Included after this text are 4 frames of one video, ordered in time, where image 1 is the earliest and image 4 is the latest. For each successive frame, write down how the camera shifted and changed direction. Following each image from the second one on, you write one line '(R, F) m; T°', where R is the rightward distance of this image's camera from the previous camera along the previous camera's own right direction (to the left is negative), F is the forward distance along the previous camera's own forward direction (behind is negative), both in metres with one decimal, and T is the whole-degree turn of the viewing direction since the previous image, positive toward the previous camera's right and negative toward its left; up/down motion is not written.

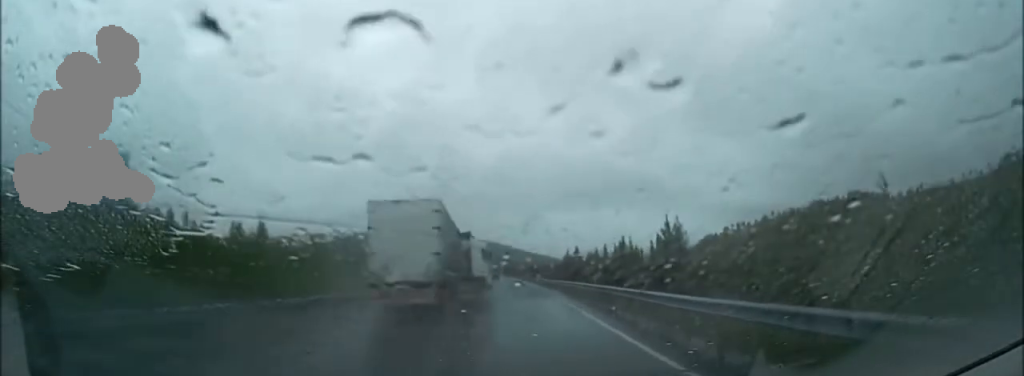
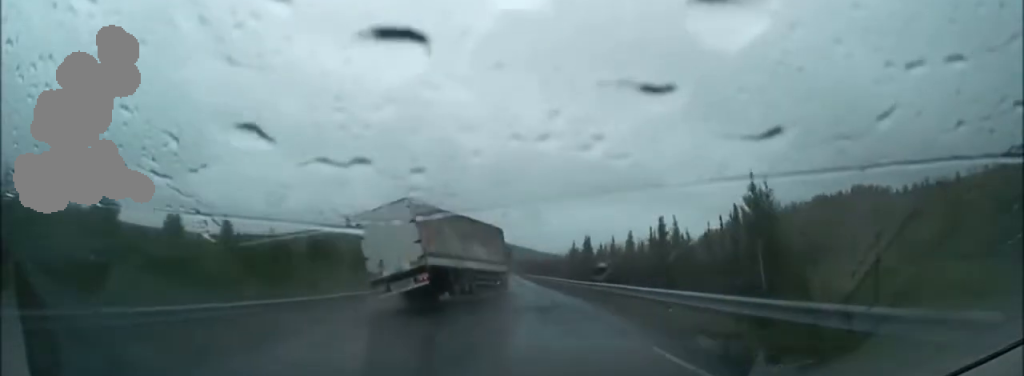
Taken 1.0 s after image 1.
(+0.2, +18.8) m; +1°
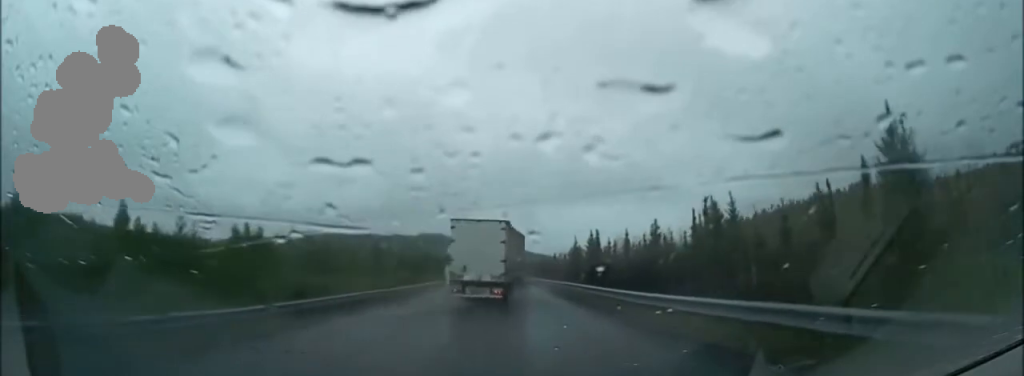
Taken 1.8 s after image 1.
(0.0, +13.2) m; 0°
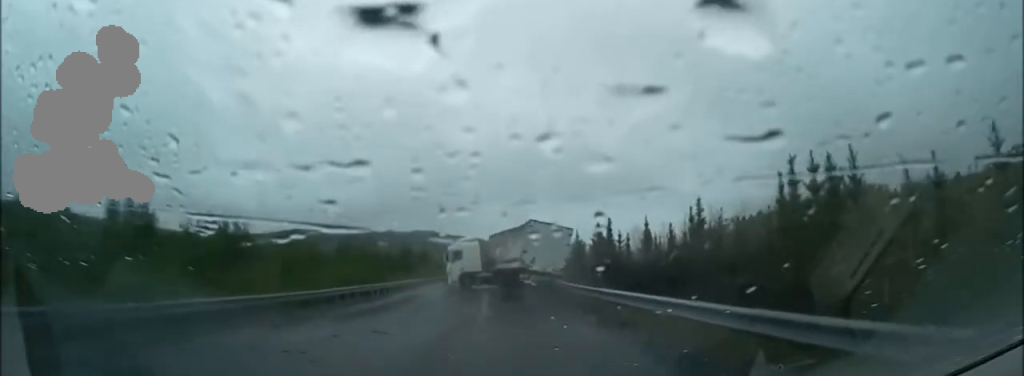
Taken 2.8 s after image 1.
(+0.1, +12.8) m; 0°
